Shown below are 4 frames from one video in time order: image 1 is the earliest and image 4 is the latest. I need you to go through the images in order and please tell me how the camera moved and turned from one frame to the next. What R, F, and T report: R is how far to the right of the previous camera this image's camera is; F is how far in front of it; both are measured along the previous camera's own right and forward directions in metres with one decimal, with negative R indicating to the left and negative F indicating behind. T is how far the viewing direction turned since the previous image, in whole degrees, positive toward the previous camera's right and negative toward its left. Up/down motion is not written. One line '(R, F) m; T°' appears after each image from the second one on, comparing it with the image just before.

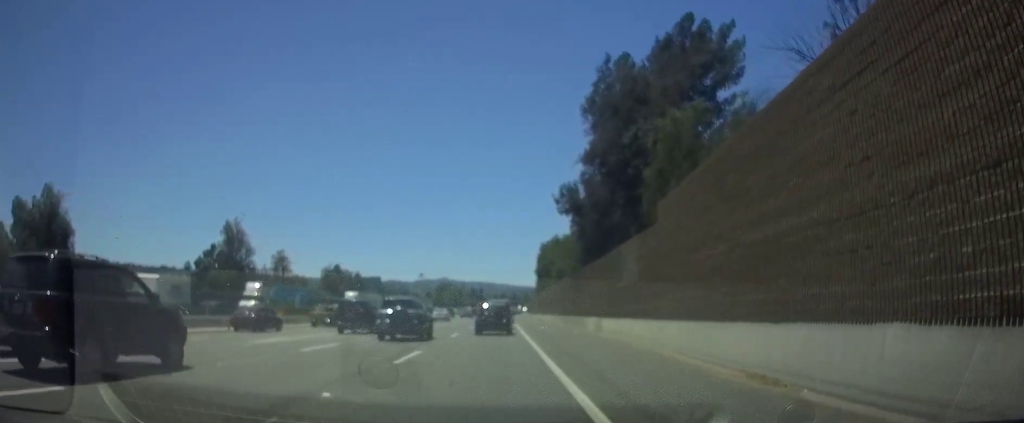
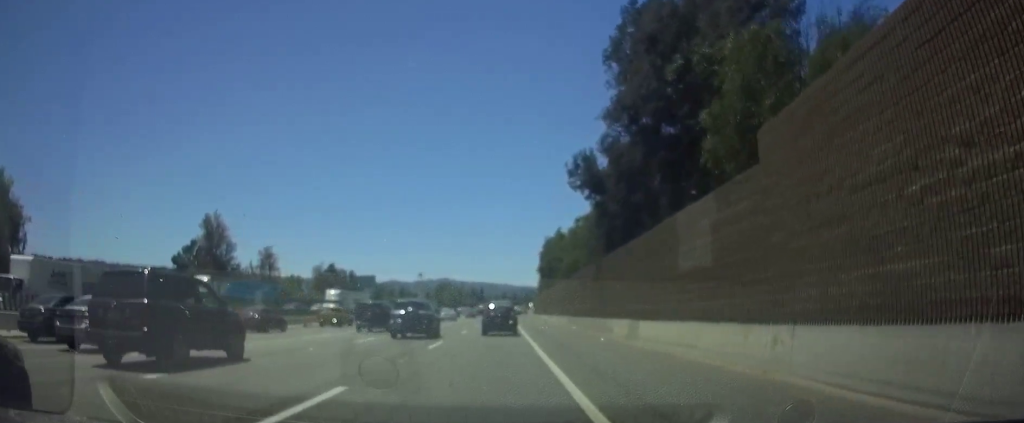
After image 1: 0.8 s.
(-0.2, +8.3) m; 0°
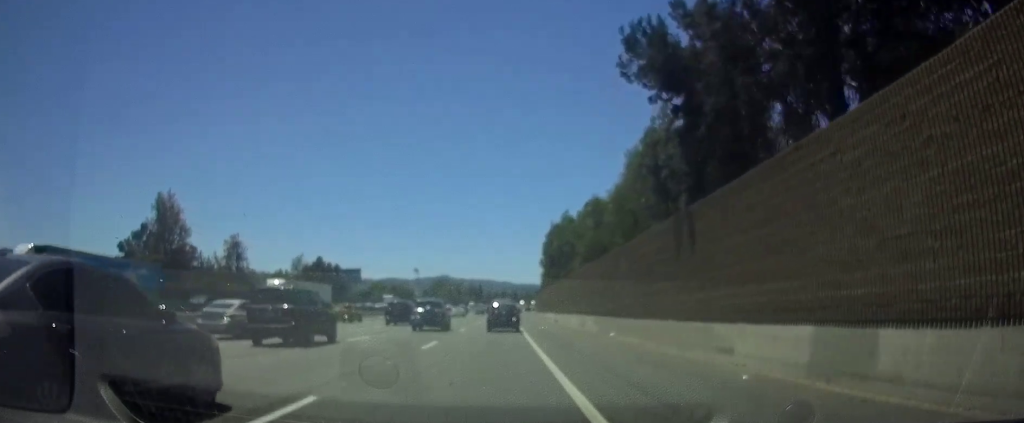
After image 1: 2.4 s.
(0.0, +16.0) m; -1°
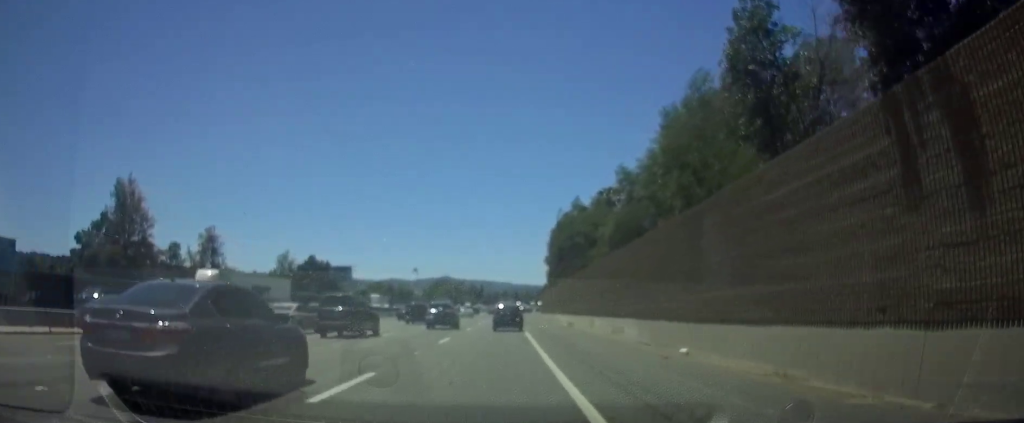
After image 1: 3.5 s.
(-0.1, +11.6) m; 0°
